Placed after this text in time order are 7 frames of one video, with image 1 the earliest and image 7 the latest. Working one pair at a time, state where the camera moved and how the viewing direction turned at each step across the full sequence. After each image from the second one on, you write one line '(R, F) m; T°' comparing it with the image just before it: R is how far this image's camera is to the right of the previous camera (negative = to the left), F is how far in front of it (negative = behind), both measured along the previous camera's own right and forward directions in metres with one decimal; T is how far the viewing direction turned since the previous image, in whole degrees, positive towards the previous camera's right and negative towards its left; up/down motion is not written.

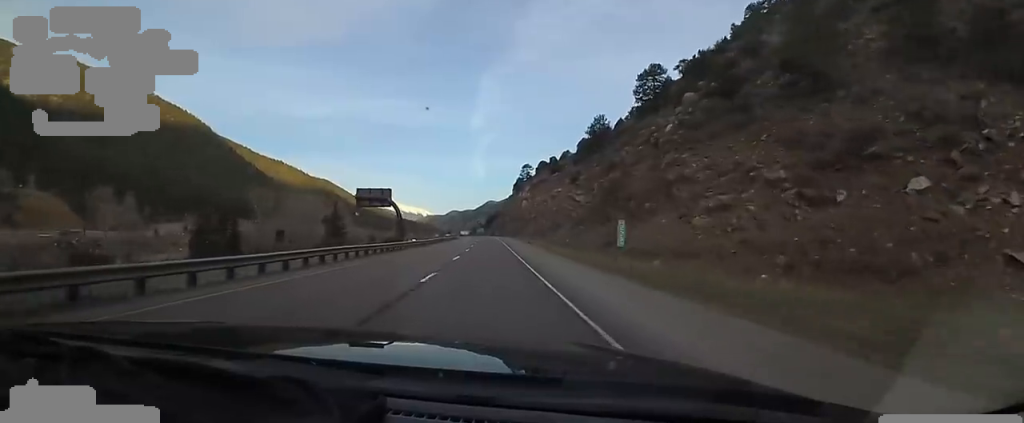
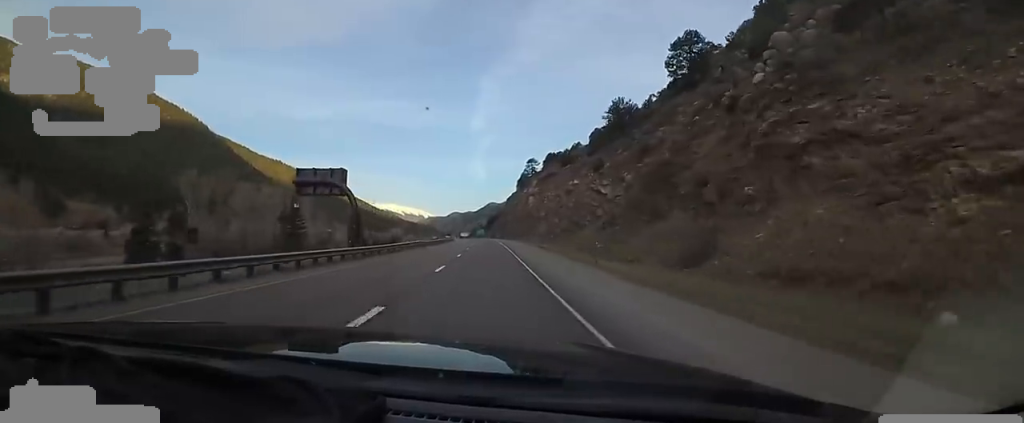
(-0.8, +19.5) m; -2°
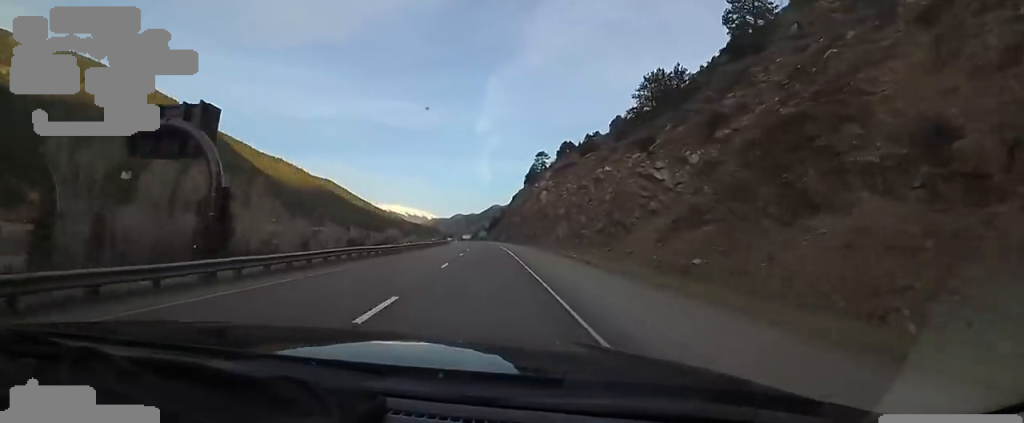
(-0.3, +21.6) m; -1°
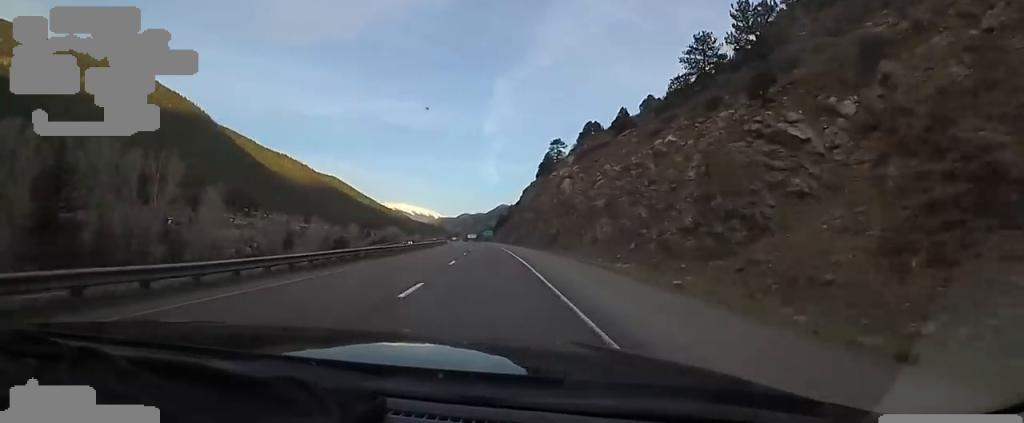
(0.0, +21.7) m; 0°
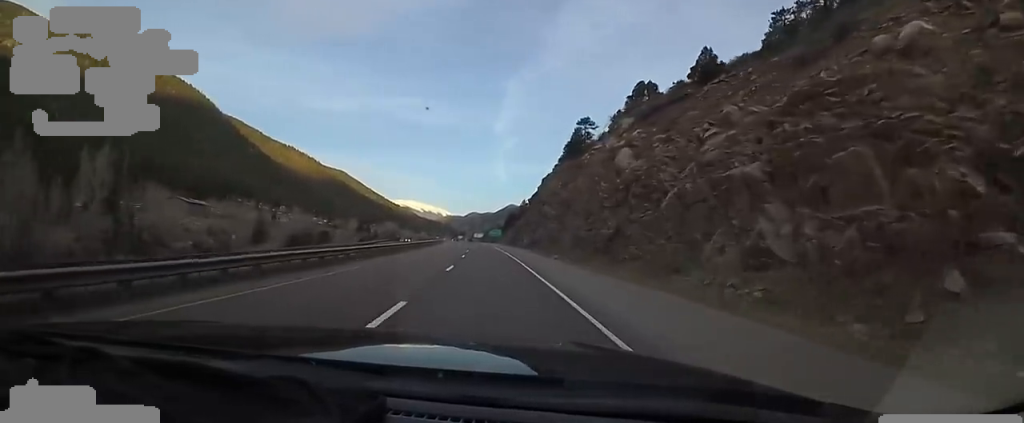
(0.0, +27.9) m; 0°
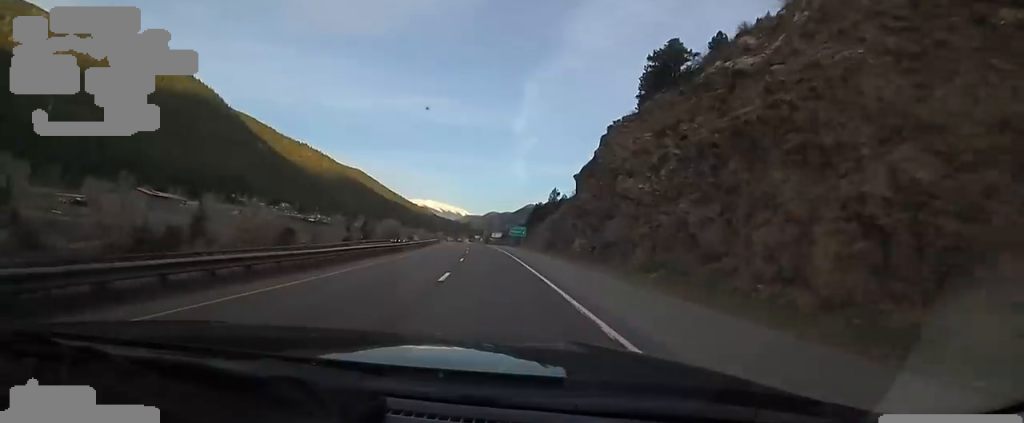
(-1.1, +41.2) m; -4°
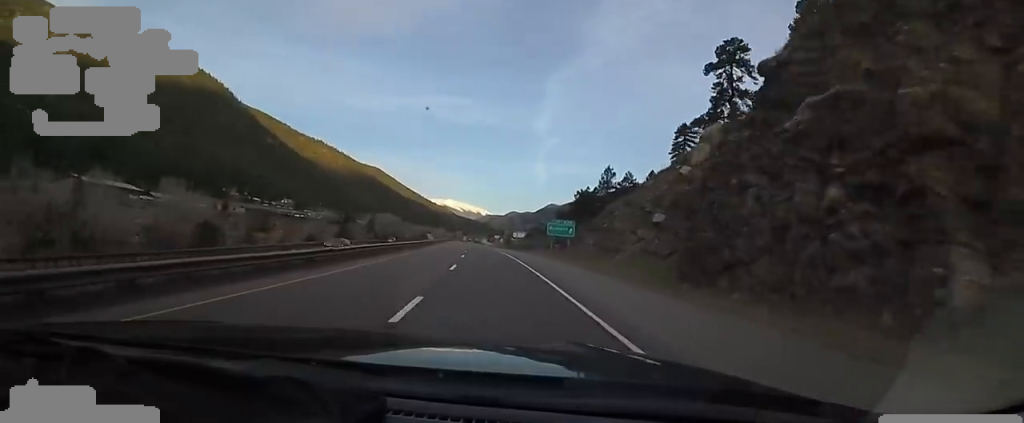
(-1.3, +43.2) m; -2°
